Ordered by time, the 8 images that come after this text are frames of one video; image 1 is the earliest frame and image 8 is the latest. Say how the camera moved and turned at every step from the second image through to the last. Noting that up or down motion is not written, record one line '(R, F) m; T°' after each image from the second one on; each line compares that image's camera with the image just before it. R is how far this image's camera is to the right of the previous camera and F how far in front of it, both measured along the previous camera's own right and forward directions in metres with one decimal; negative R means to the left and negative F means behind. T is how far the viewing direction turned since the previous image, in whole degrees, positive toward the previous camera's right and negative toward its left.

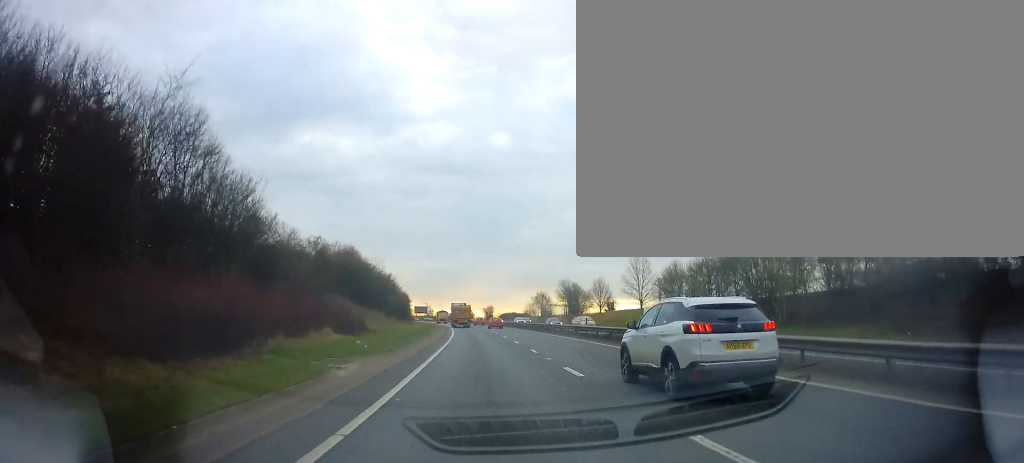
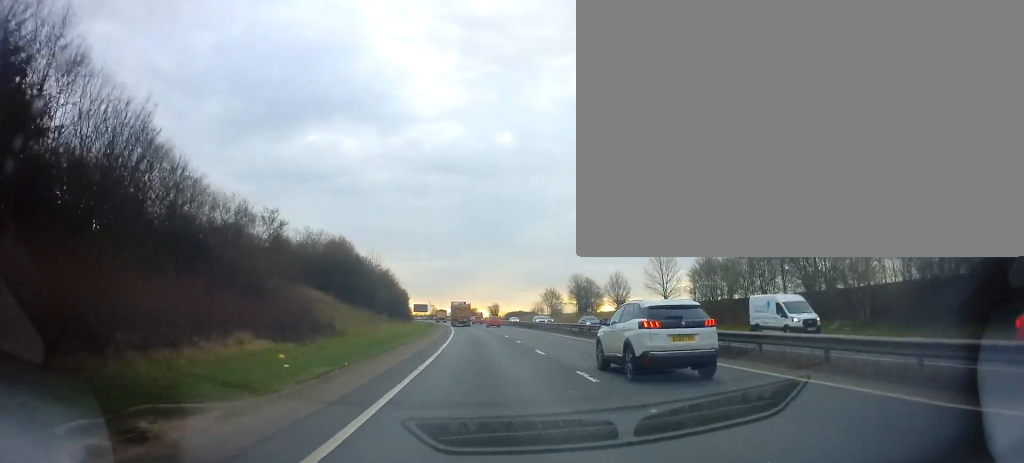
(-0.1, +10.7) m; 0°
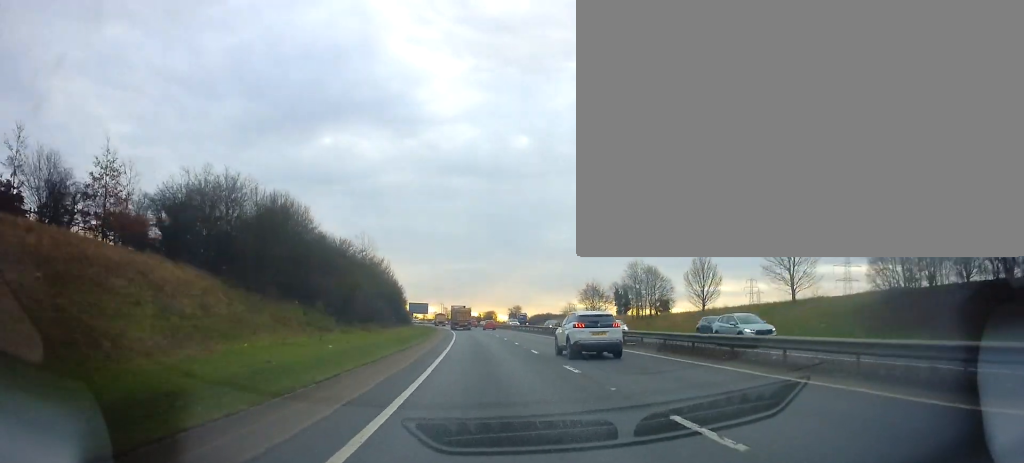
(-0.3, +33.1) m; -1°
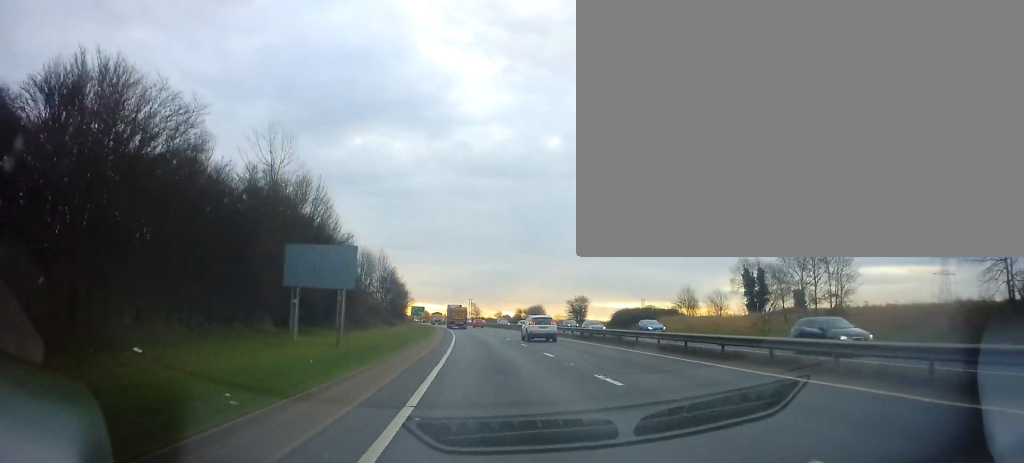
(-2.3, +65.3) m; -3°
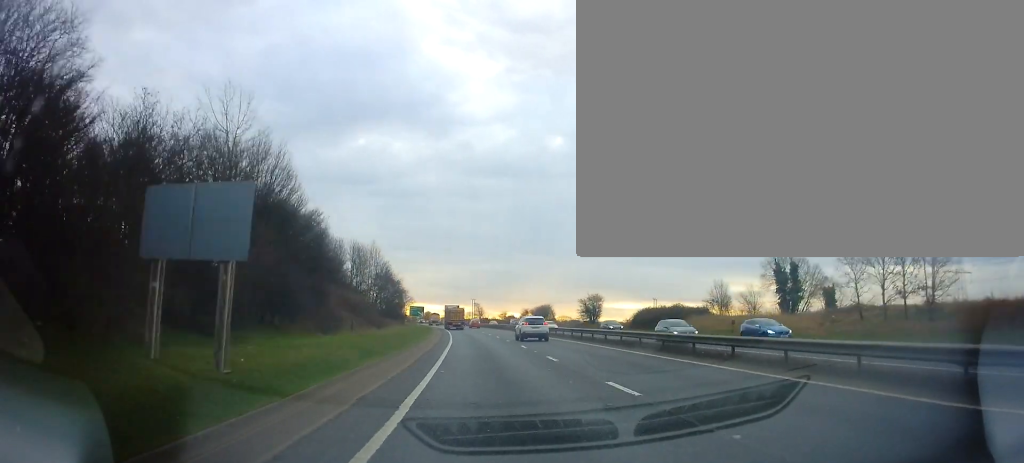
(-0.1, +10.6) m; 0°
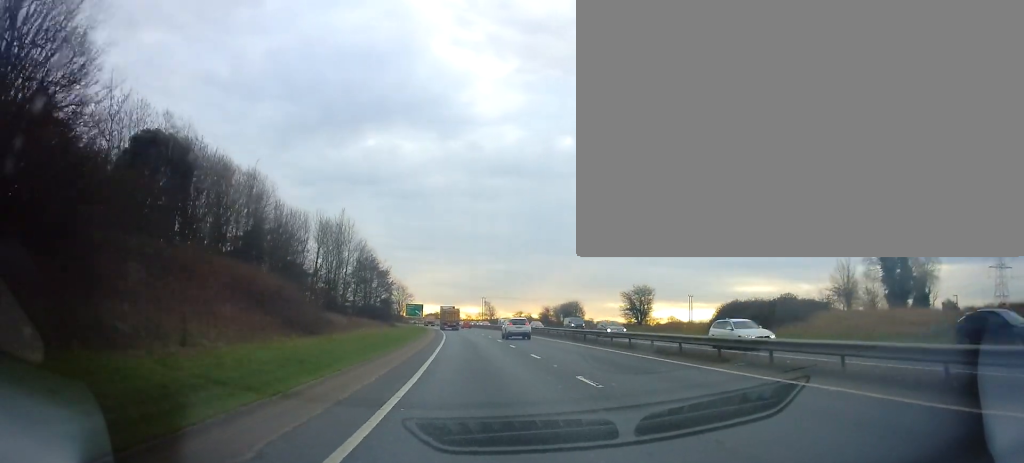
(+0.1, +25.0) m; -1°
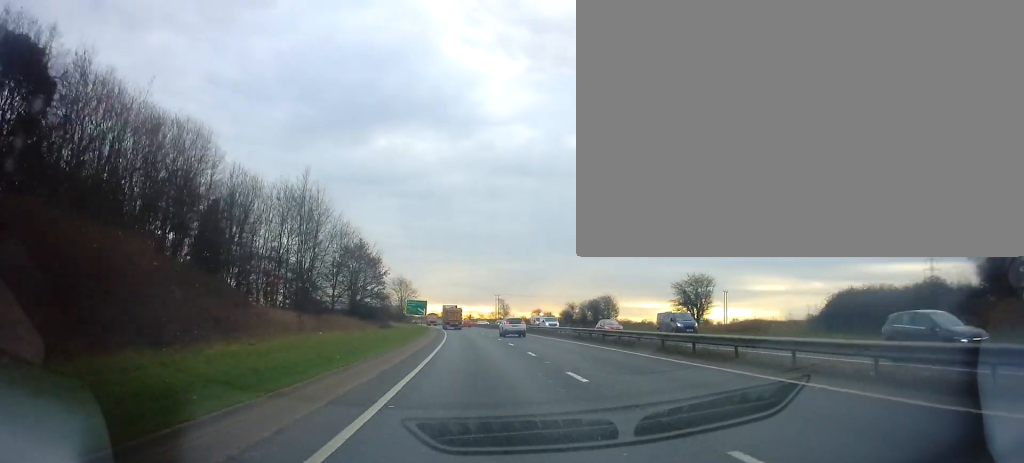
(-0.3, +17.0) m; -2°
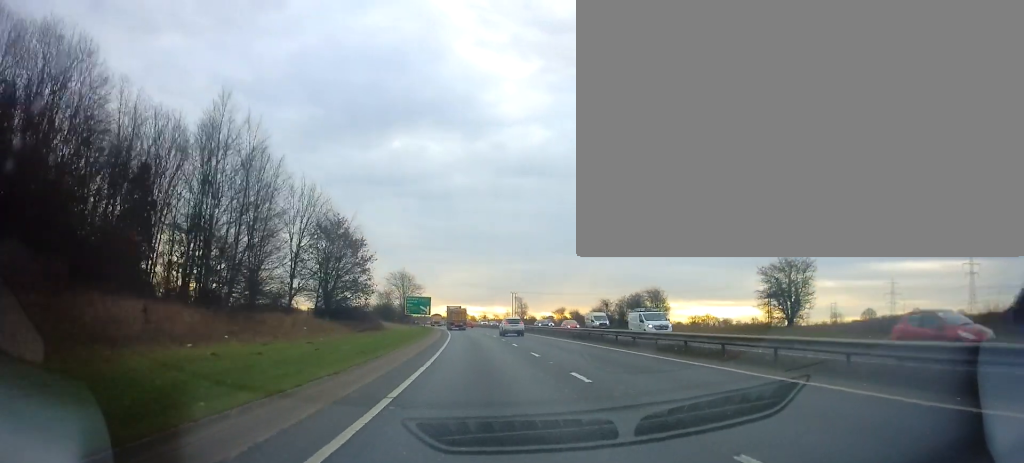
(-0.3, +17.7) m; -2°
